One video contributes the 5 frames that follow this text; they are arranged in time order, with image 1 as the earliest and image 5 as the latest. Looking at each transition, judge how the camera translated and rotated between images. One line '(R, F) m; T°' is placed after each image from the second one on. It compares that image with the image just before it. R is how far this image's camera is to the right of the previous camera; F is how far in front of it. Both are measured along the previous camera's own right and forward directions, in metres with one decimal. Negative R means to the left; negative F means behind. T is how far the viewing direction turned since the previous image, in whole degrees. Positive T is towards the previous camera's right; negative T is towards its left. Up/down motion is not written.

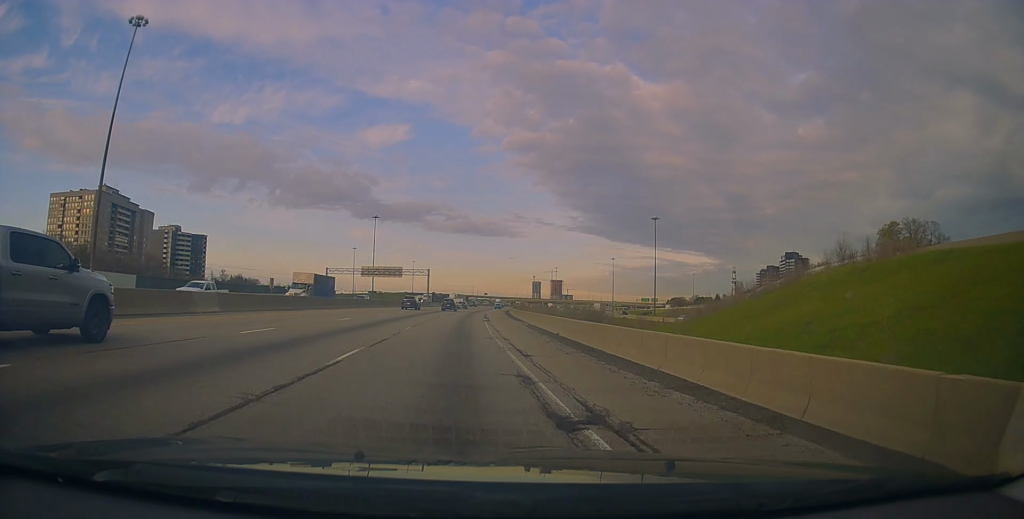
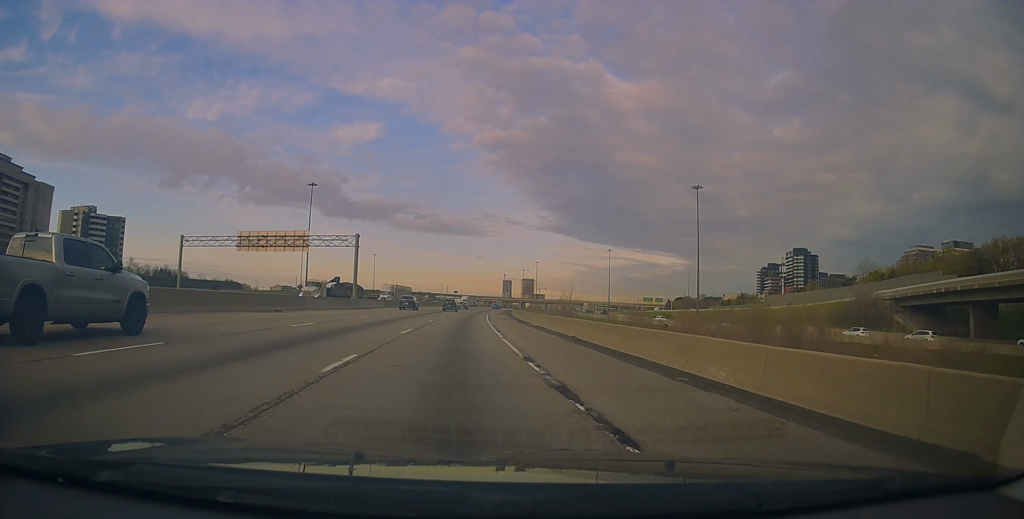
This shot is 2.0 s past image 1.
(+1.4, +61.5) m; +3°
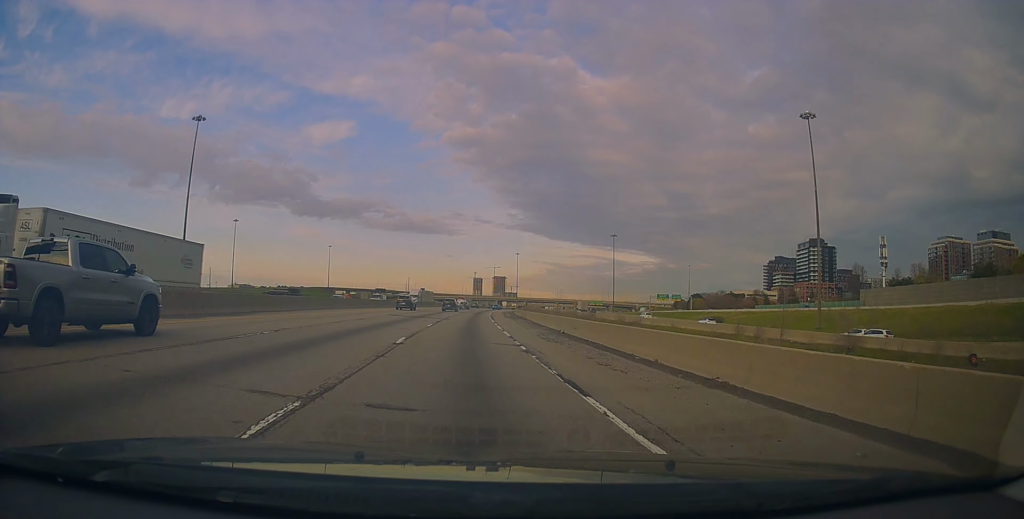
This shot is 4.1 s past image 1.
(+1.7, +63.8) m; +3°
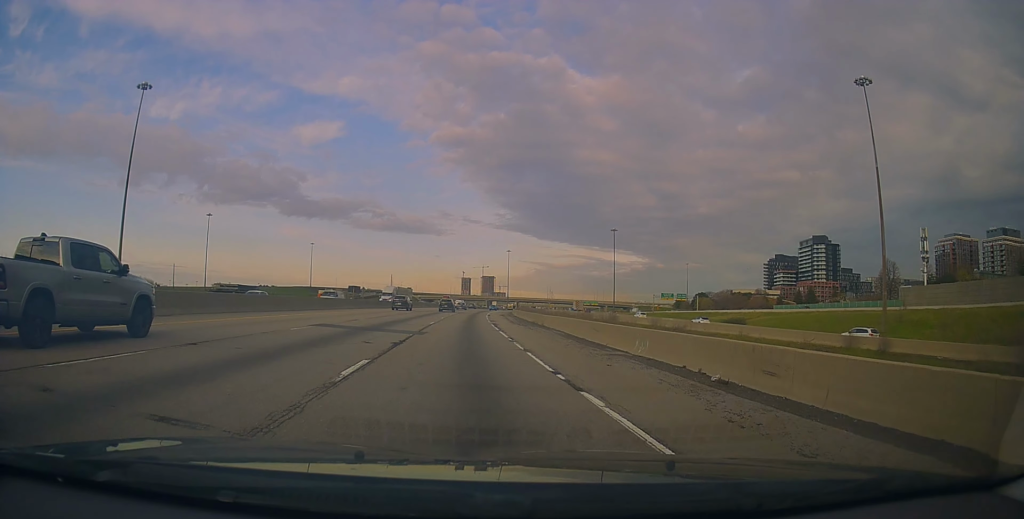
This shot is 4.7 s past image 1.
(+0.1, +18.6) m; +1°
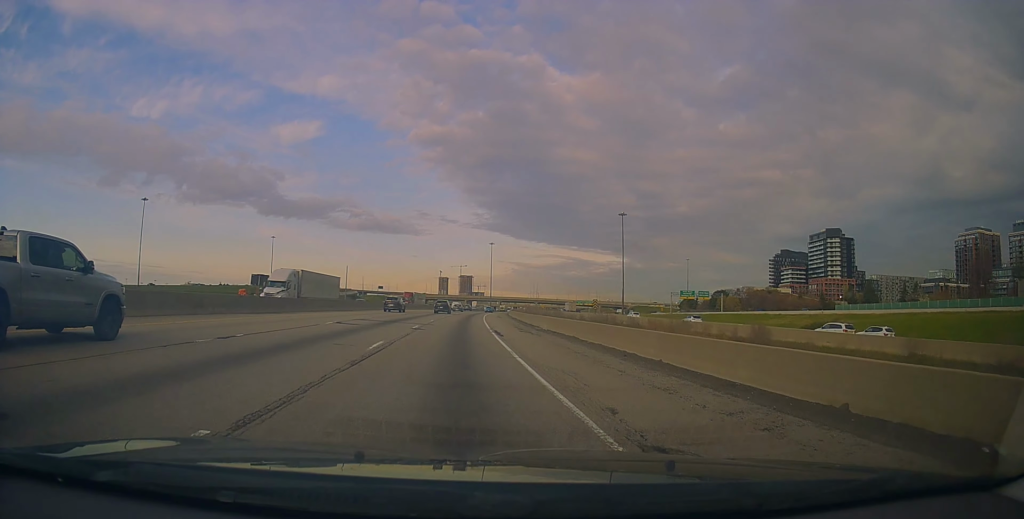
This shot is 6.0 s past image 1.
(+1.2, +41.7) m; +3°
